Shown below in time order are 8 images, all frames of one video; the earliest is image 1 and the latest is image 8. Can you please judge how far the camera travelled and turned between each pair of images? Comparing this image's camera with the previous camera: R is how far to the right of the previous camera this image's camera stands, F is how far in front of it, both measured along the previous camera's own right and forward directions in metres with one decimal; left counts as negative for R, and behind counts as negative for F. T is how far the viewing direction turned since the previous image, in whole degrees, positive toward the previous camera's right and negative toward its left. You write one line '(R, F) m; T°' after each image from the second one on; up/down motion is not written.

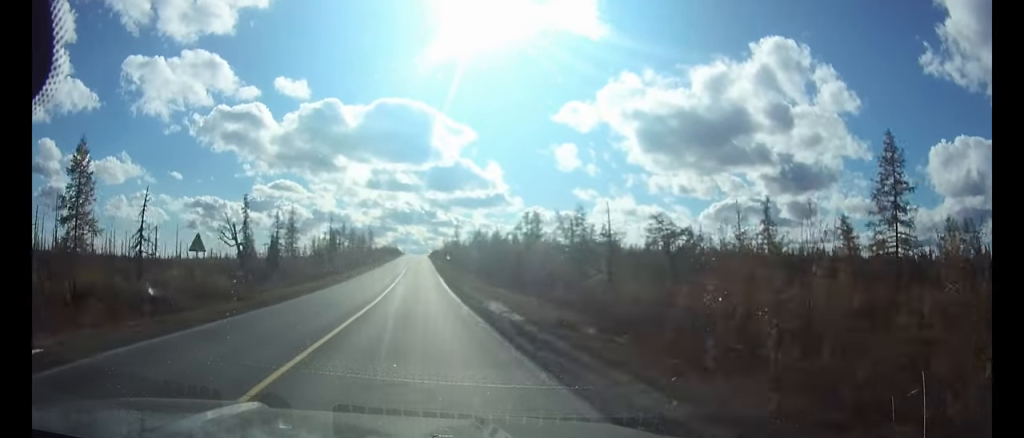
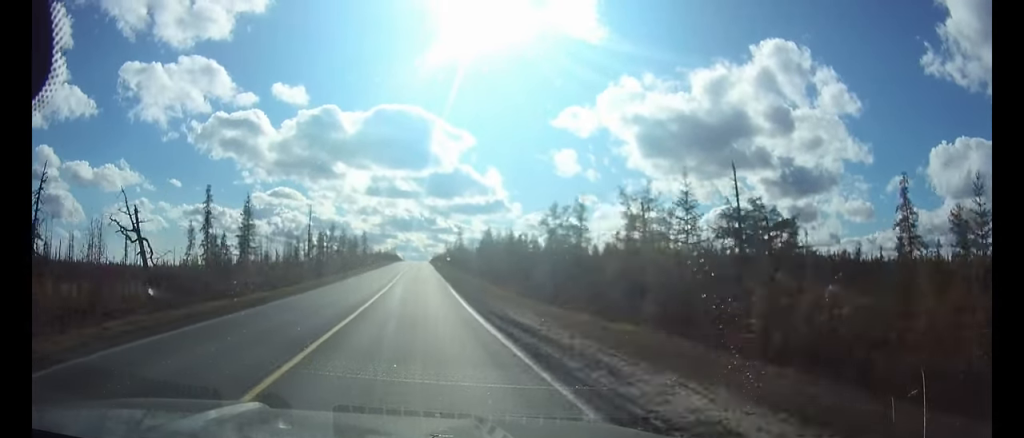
(0.0, +20.4) m; 0°
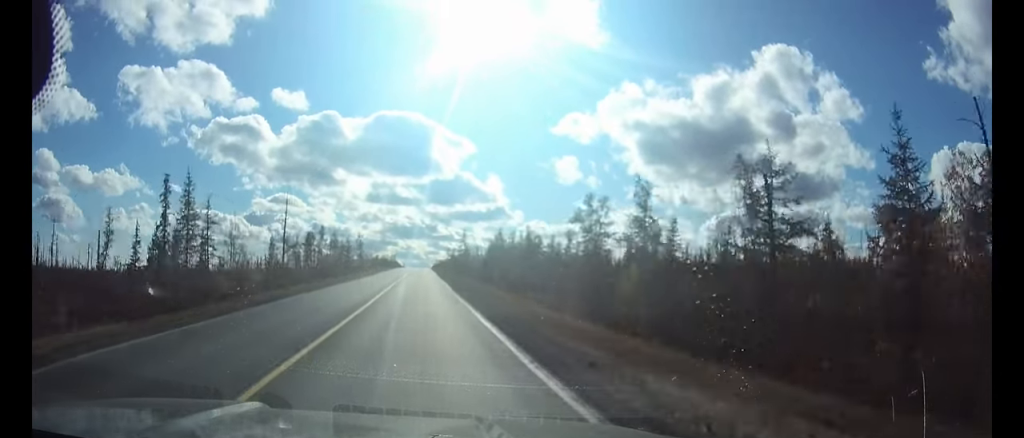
(0.0, +15.8) m; 0°
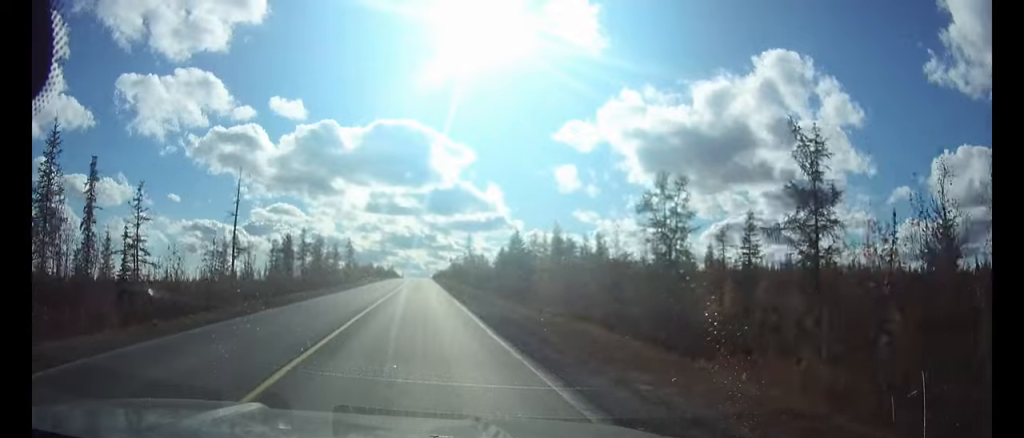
(0.0, +18.5) m; 0°
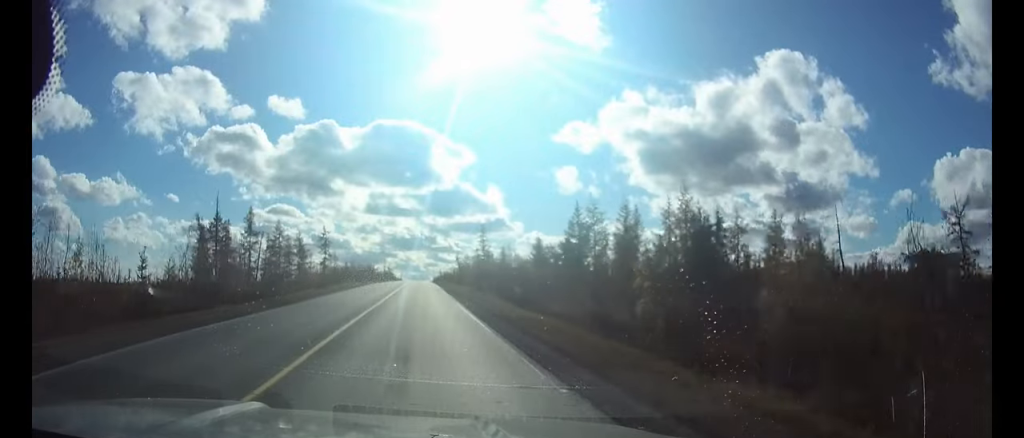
(0.0, +32.7) m; 0°
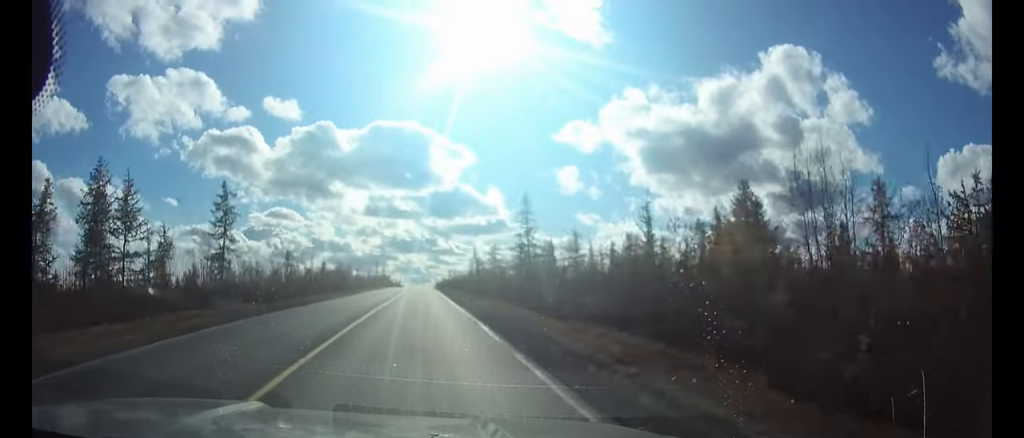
(-0.1, +50.8) m; 0°
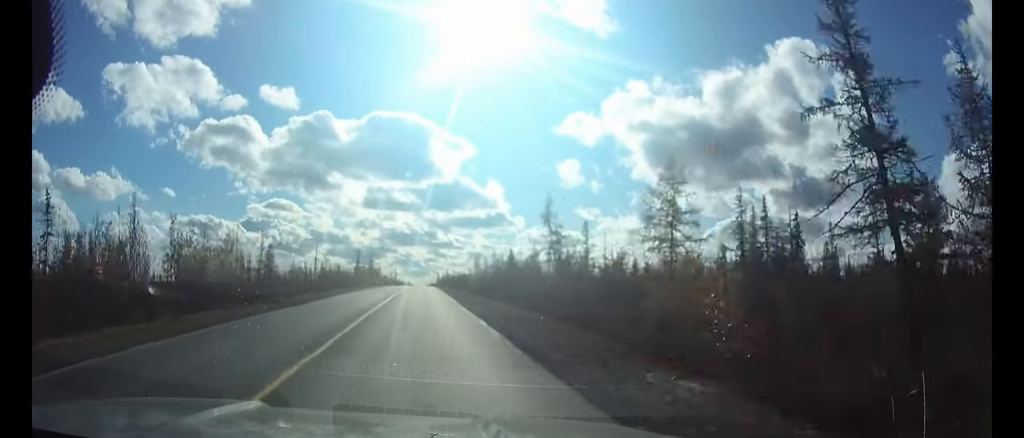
(0.0, +56.2) m; 0°
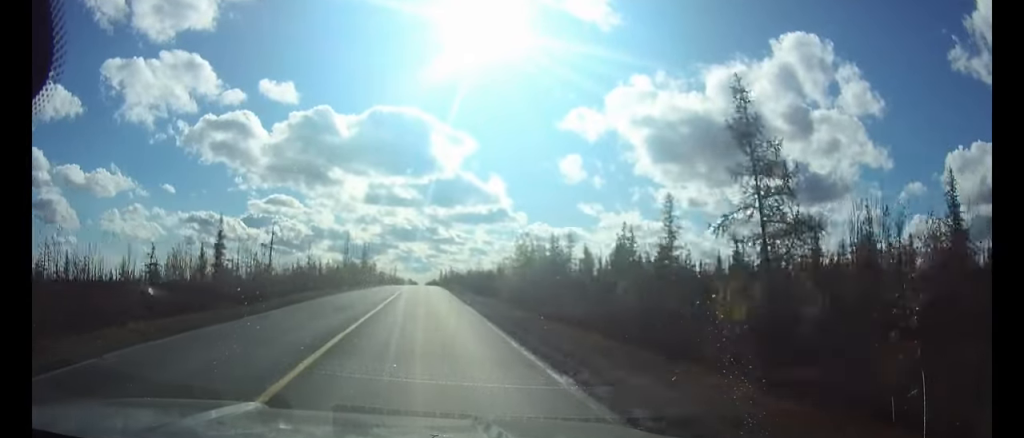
(0.0, +28.3) m; 0°
